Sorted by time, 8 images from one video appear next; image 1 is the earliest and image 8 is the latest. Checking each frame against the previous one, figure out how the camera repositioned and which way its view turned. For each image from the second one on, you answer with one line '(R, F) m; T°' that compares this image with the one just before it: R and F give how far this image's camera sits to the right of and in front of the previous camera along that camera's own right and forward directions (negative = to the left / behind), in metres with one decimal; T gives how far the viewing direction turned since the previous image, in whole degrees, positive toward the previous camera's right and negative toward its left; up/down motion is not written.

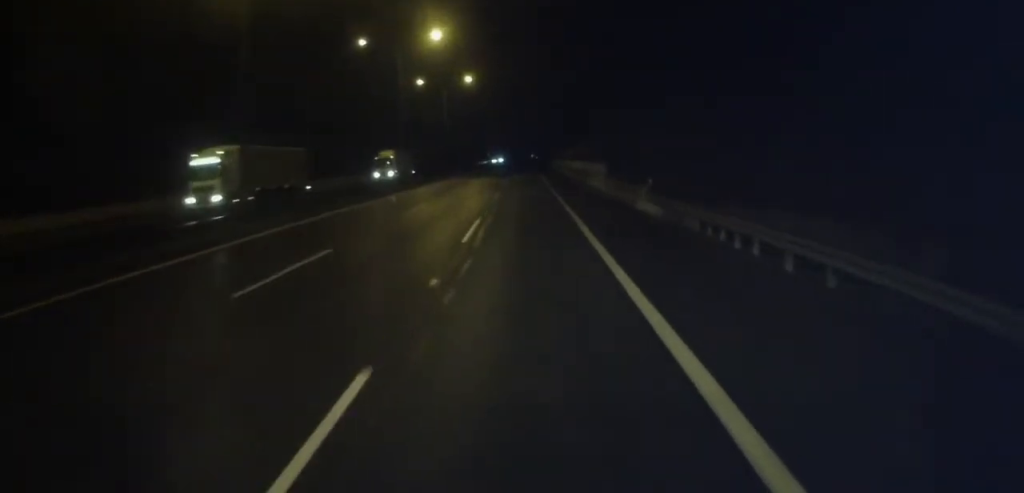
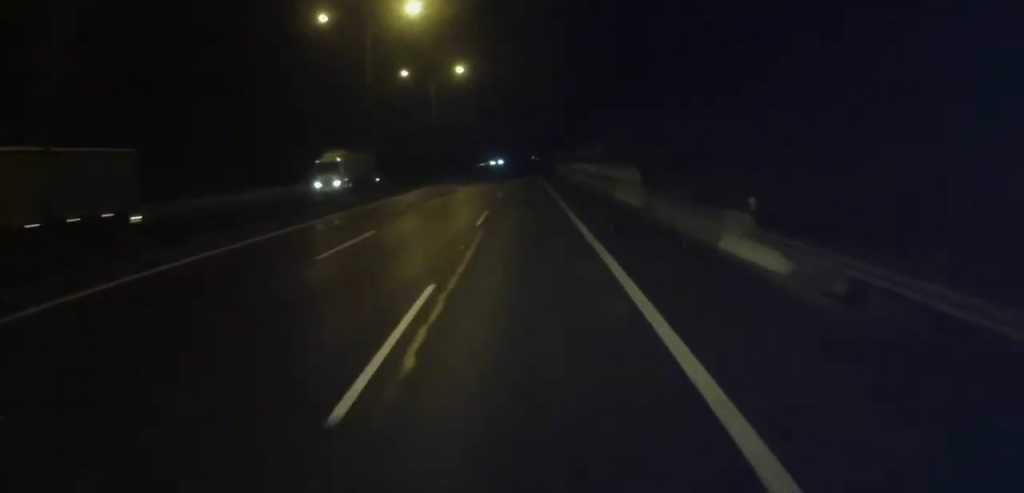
(0.0, +12.2) m; 0°
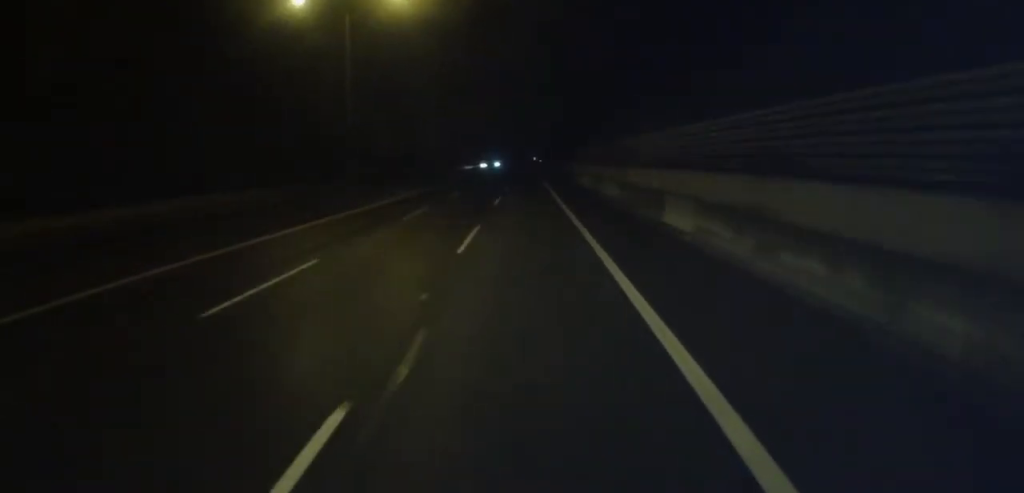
(0.0, +39.9) m; +1°
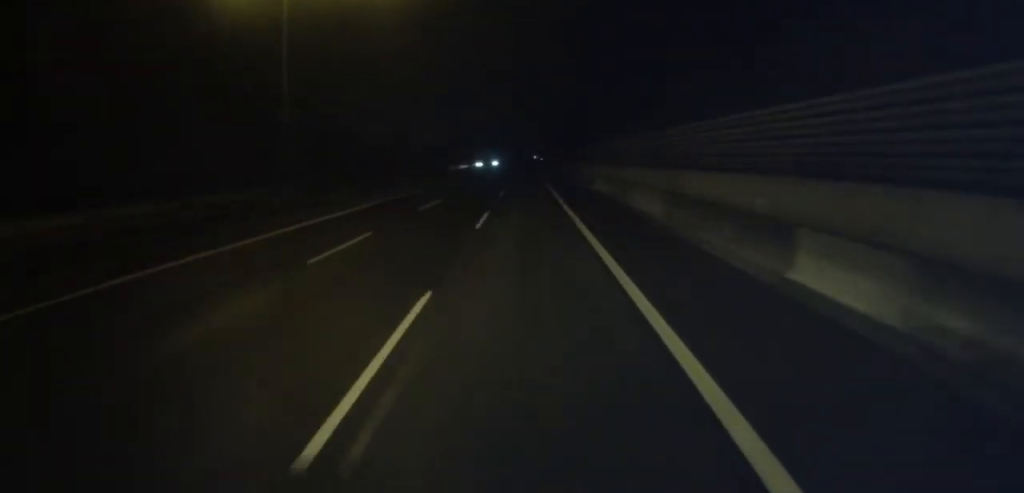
(+0.1, +11.7) m; 0°
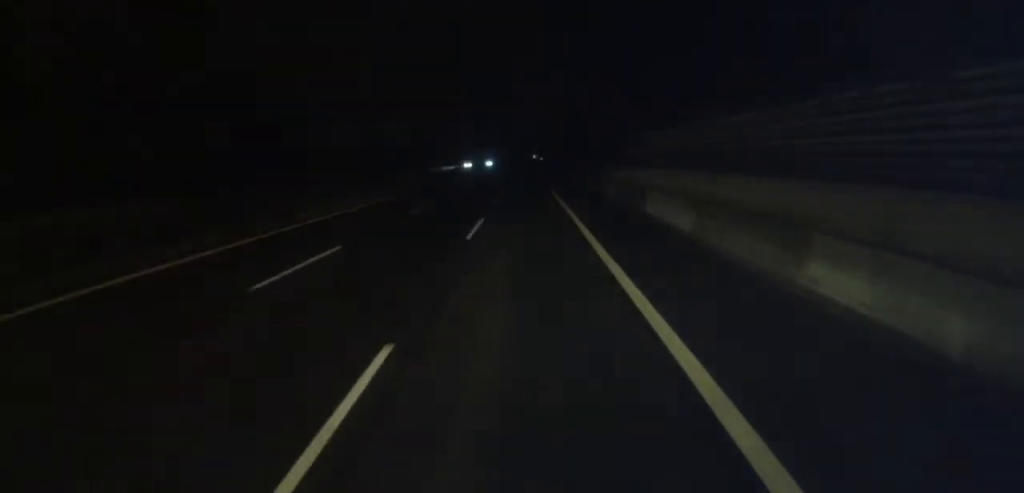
(+0.1, +20.3) m; -1°
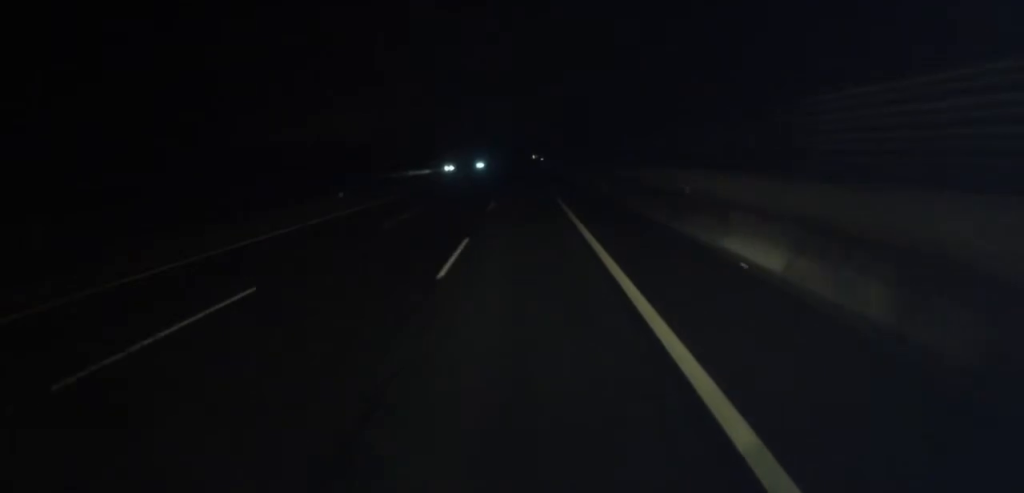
(-0.6, +22.9) m; 0°
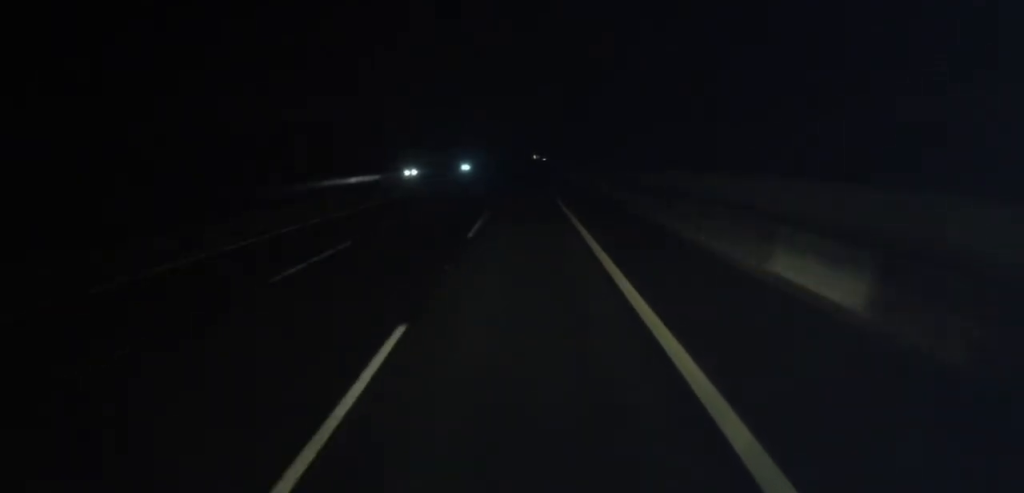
(+0.5, +27.2) m; +1°
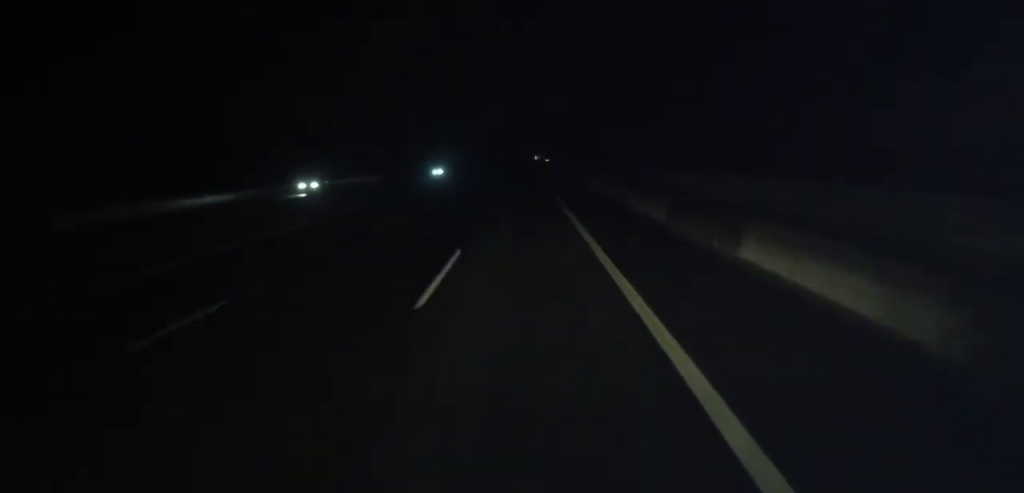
(-0.1, +25.7) m; 0°
